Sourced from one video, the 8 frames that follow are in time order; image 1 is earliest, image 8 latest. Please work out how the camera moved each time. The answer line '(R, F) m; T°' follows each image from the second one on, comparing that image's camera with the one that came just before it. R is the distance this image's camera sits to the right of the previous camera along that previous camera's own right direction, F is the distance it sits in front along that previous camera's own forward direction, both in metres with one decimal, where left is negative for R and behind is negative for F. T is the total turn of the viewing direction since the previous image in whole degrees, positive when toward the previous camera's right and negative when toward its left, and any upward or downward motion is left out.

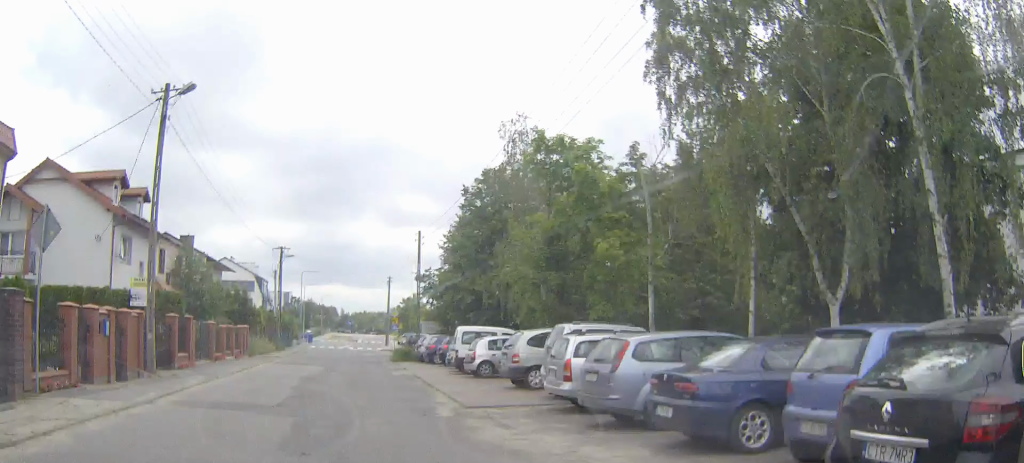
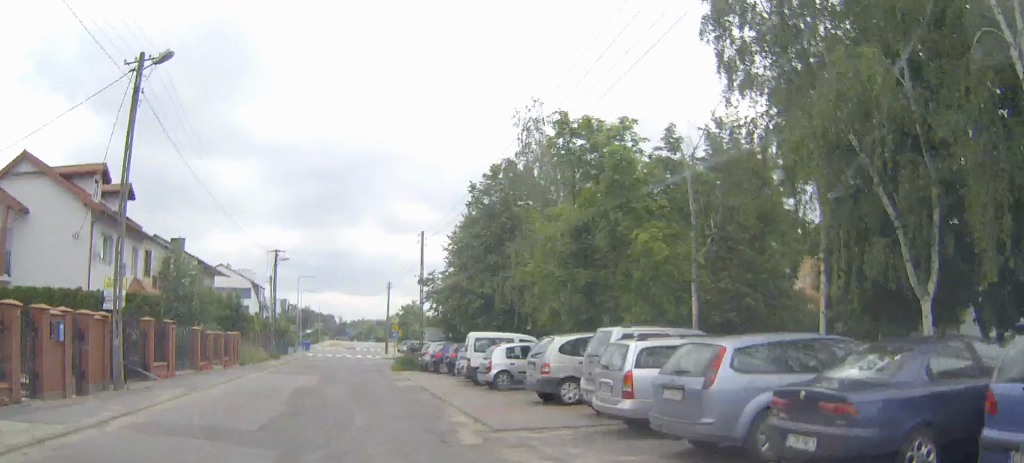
(0.0, +3.1) m; 0°
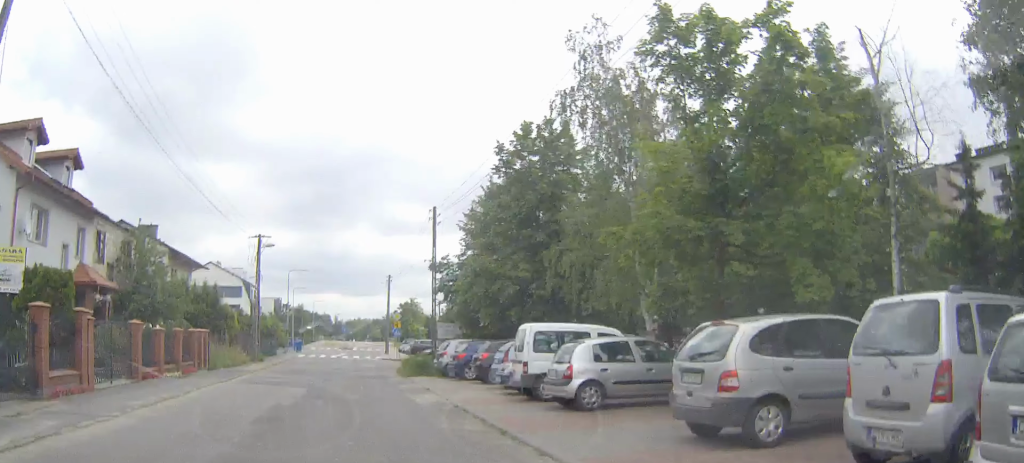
(0.0, +7.8) m; +1°
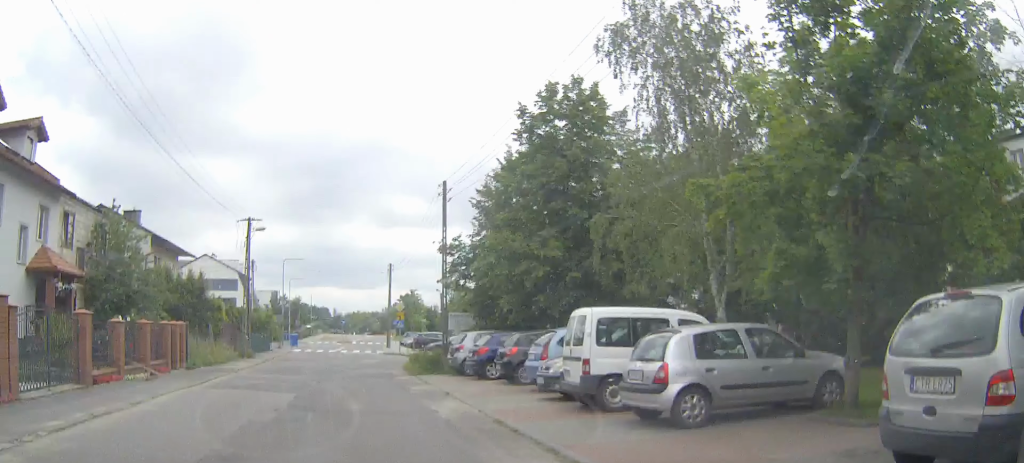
(0.0, +4.3) m; 0°
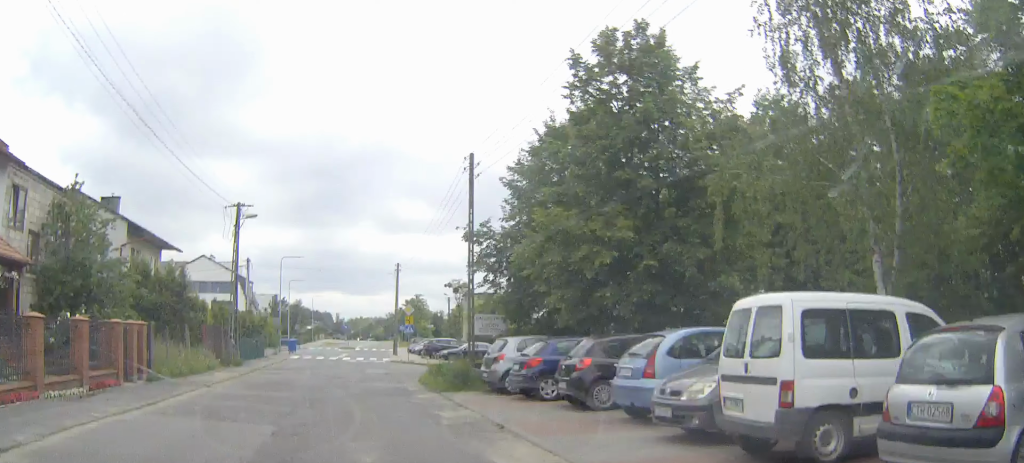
(0.0, +5.7) m; 0°
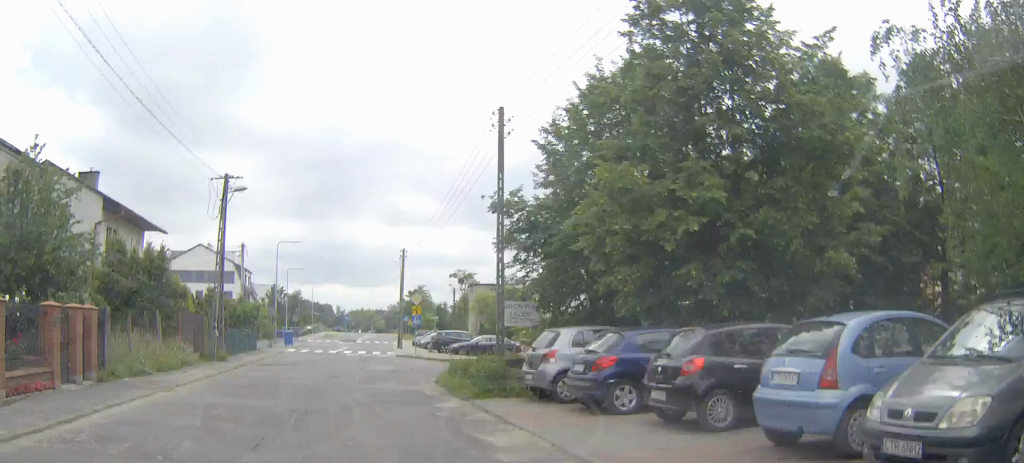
(0.0, +4.5) m; 0°
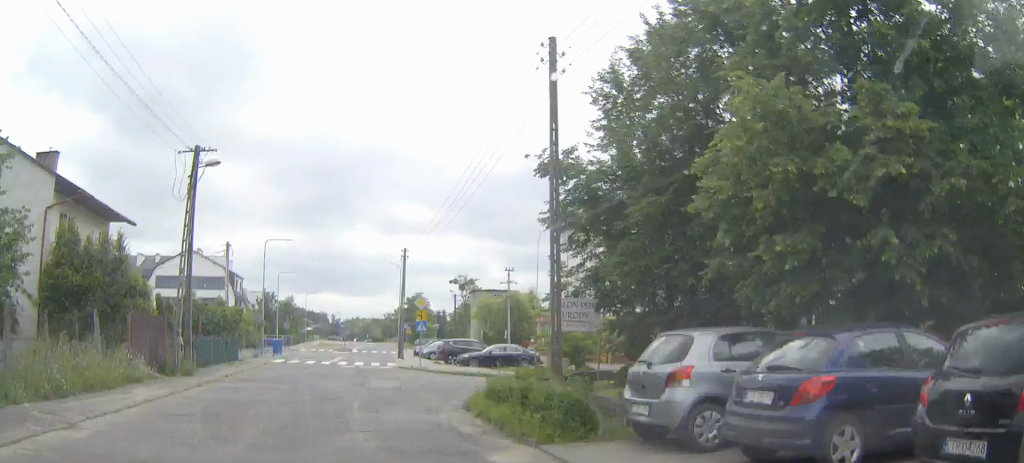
(+0.1, +5.9) m; 0°
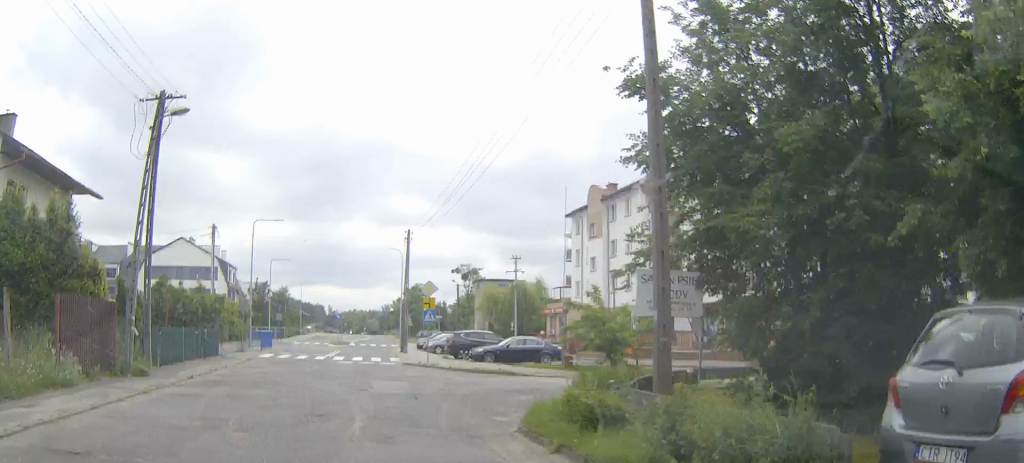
(-0.1, +5.3) m; 0°
